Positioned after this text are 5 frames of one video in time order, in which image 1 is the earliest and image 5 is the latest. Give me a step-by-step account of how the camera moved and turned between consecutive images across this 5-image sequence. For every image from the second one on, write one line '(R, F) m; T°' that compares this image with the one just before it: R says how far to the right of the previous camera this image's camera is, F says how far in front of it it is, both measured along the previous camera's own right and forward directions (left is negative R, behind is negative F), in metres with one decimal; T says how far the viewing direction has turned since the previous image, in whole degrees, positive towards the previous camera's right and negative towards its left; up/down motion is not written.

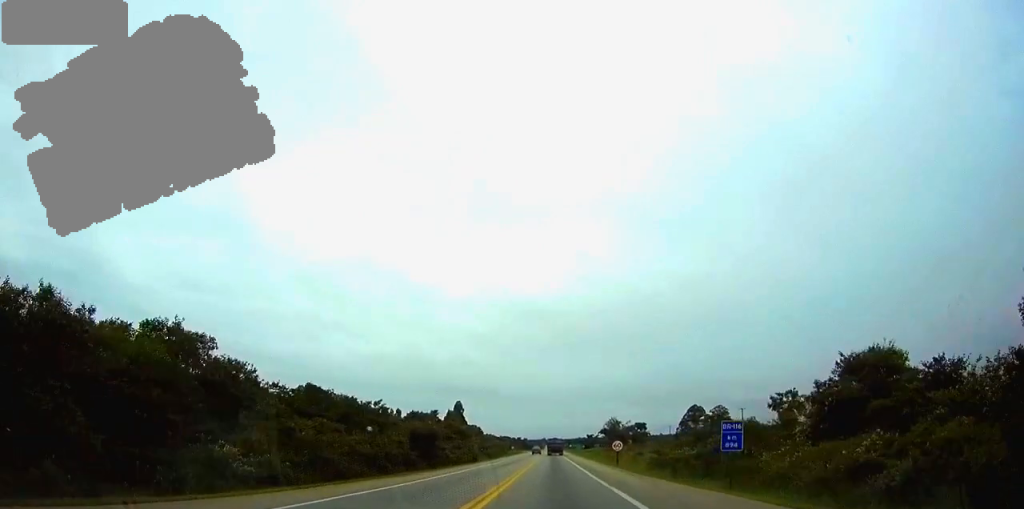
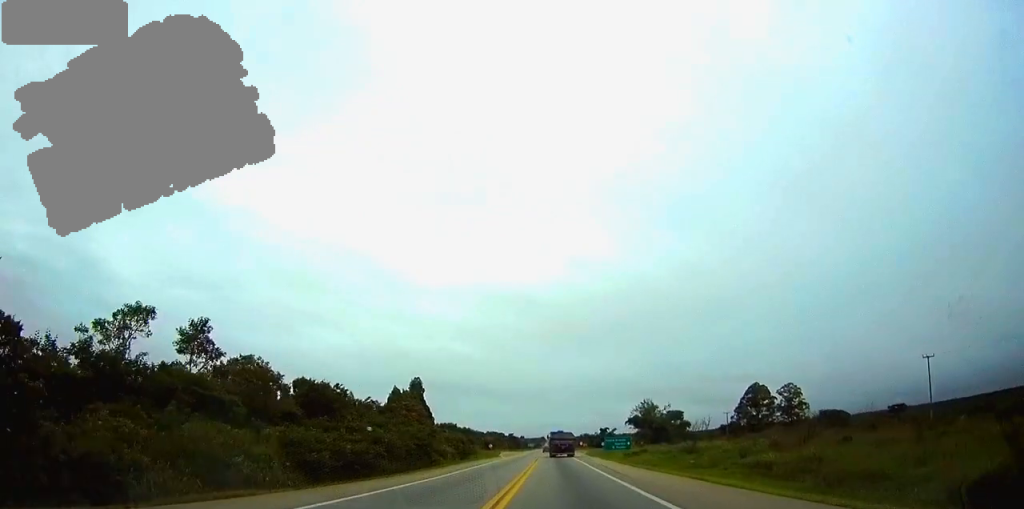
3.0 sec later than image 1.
(-0.3, +101.6) m; 0°
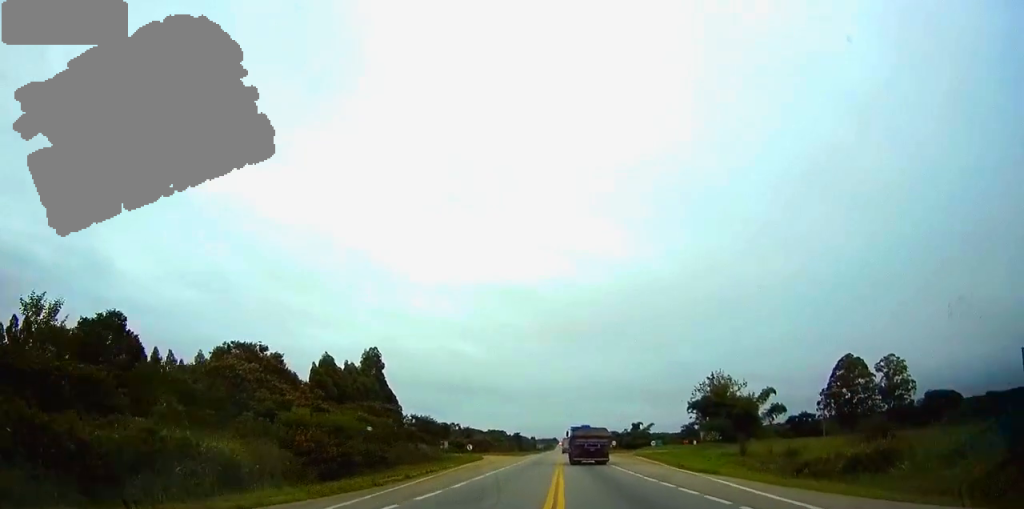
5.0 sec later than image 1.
(-0.8, +69.7) m; -1°
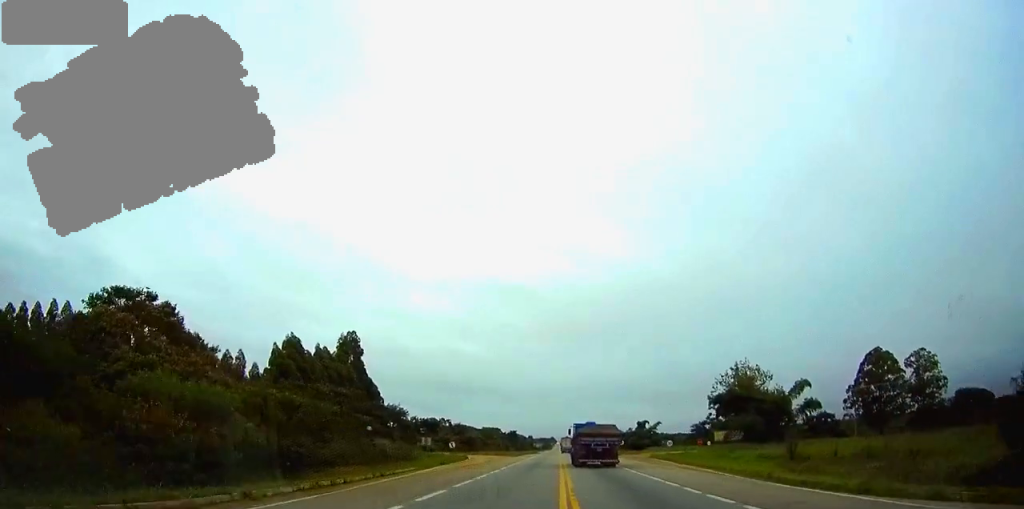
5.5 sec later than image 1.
(+0.1, +17.1) m; 0°
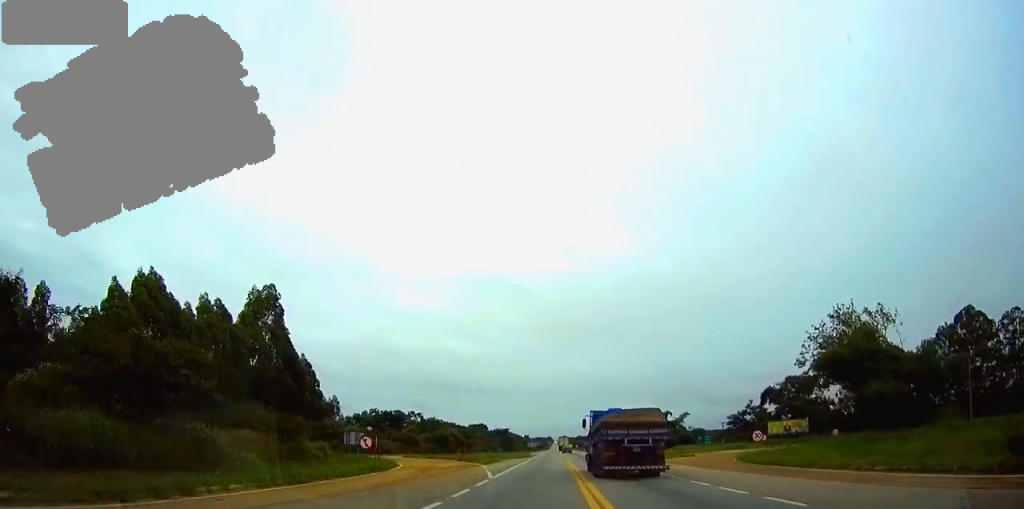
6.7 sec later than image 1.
(0.0, +41.4) m; 0°
